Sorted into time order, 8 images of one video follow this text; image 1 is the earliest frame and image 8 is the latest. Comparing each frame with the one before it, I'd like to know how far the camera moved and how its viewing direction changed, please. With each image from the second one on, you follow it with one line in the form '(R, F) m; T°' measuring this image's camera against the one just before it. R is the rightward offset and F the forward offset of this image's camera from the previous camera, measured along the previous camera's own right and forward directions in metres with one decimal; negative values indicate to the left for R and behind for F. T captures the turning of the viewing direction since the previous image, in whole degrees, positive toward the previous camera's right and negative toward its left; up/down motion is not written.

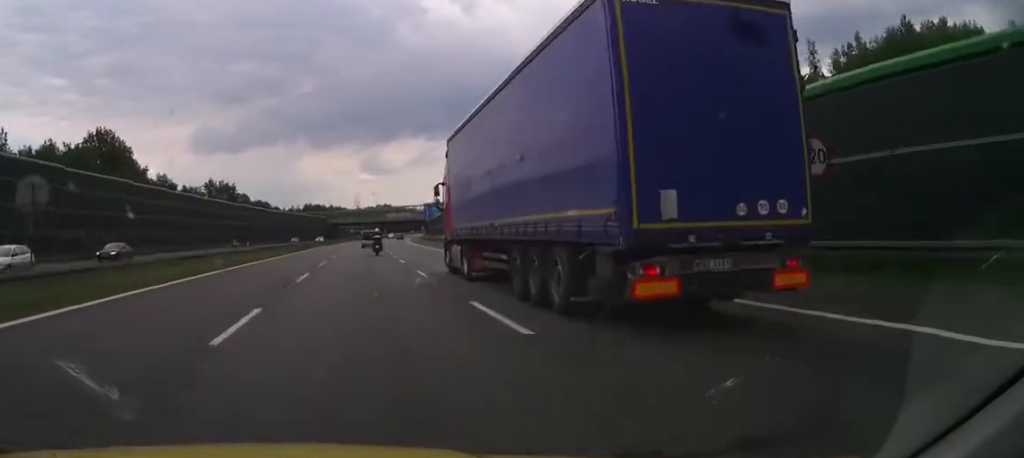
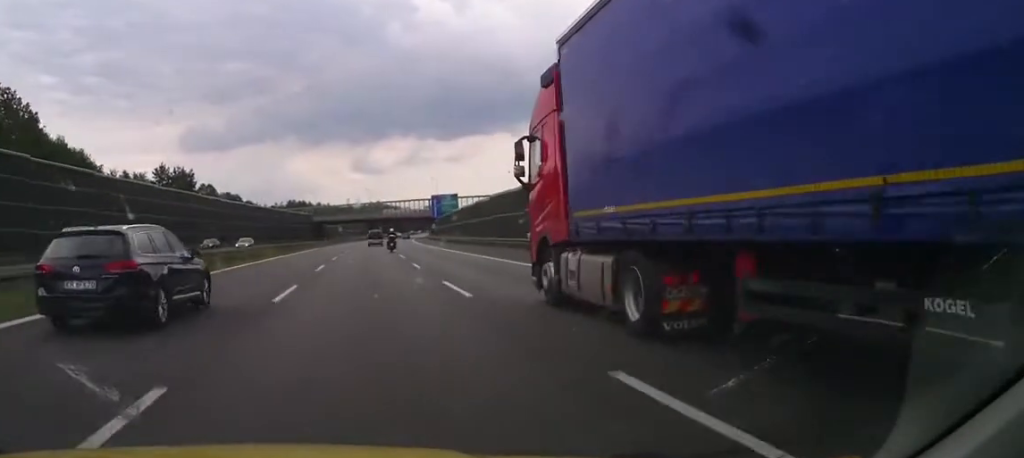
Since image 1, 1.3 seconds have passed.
(+0.5, +47.4) m; +1°
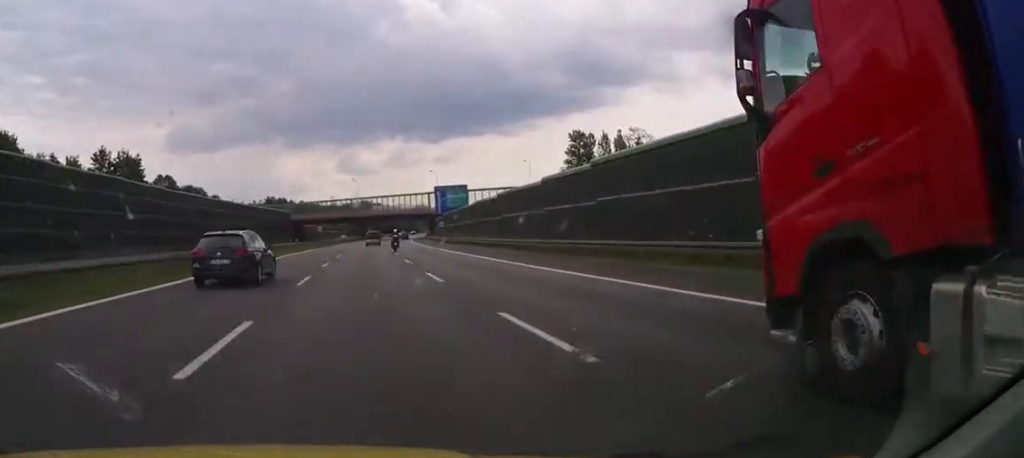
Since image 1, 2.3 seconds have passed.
(+0.2, +31.2) m; +1°
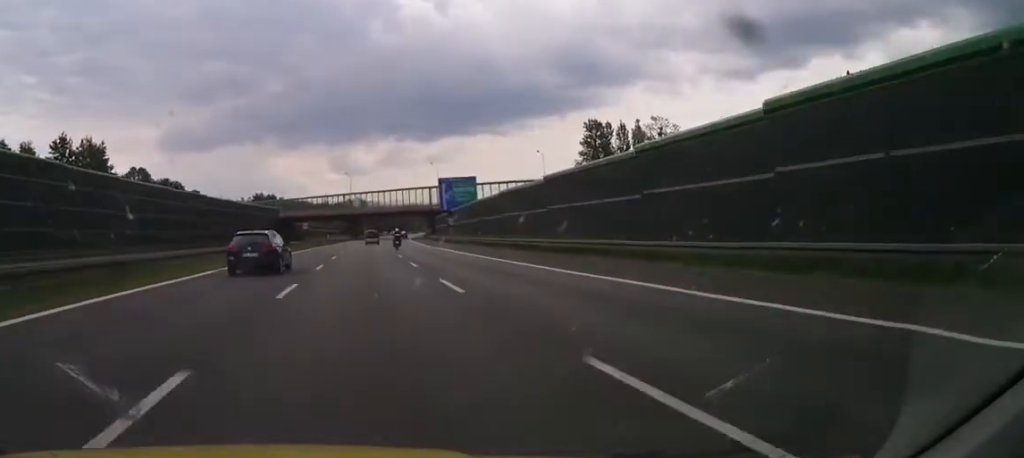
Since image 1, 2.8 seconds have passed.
(0.0, +15.3) m; 0°
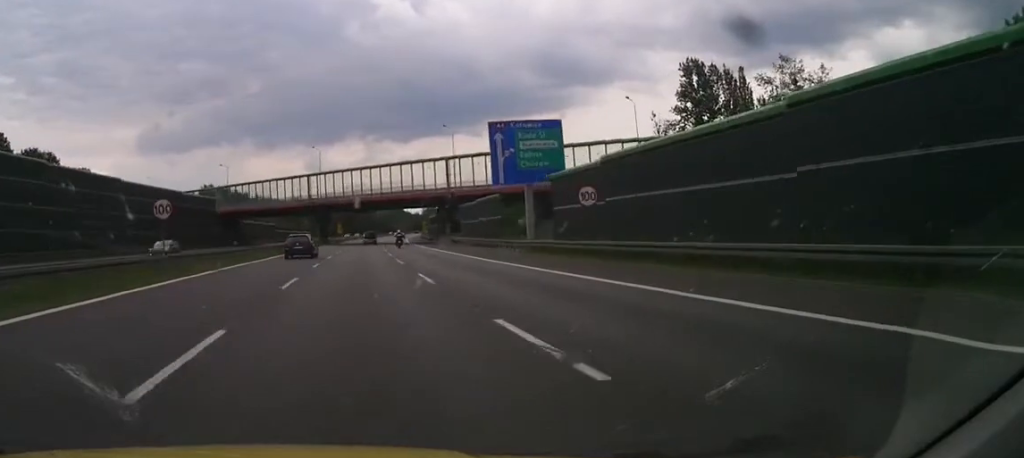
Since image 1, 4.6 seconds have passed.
(+0.4, +55.7) m; +1°
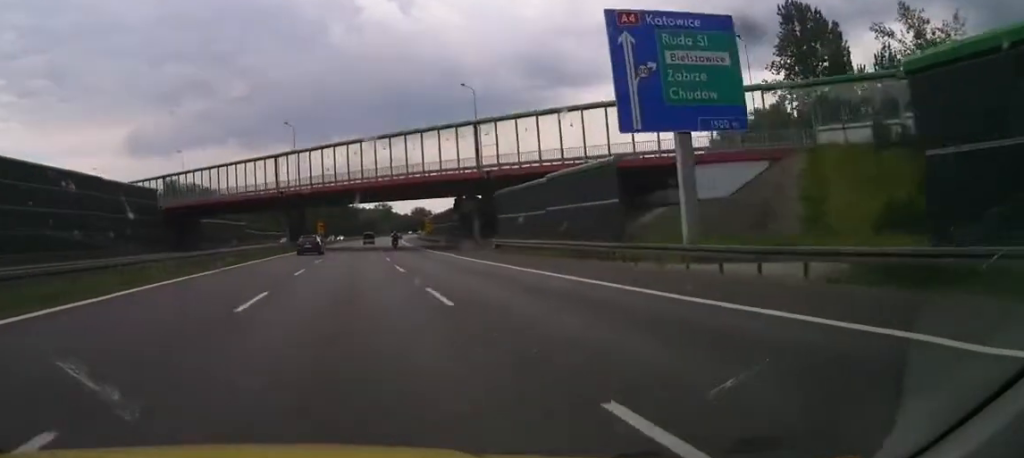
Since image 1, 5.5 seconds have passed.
(0.0, +28.8) m; +2°
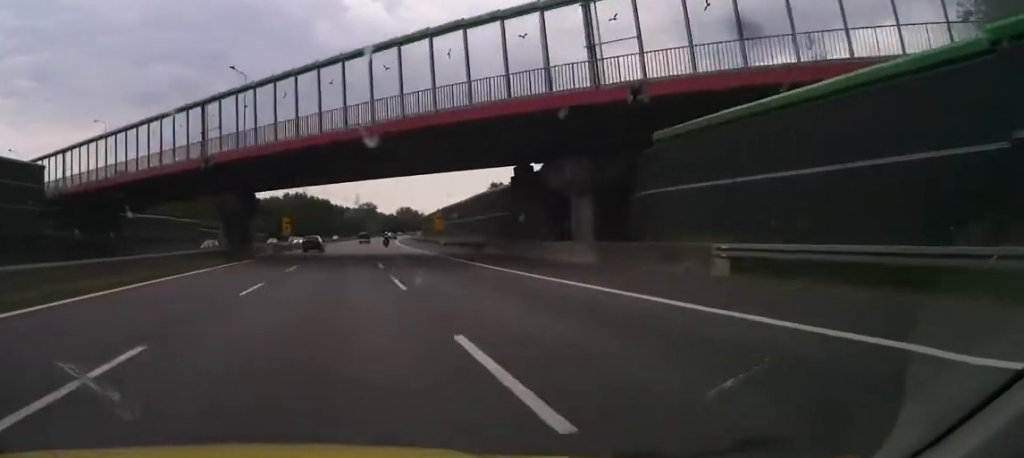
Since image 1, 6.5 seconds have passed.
(+1.2, +32.2) m; +2°
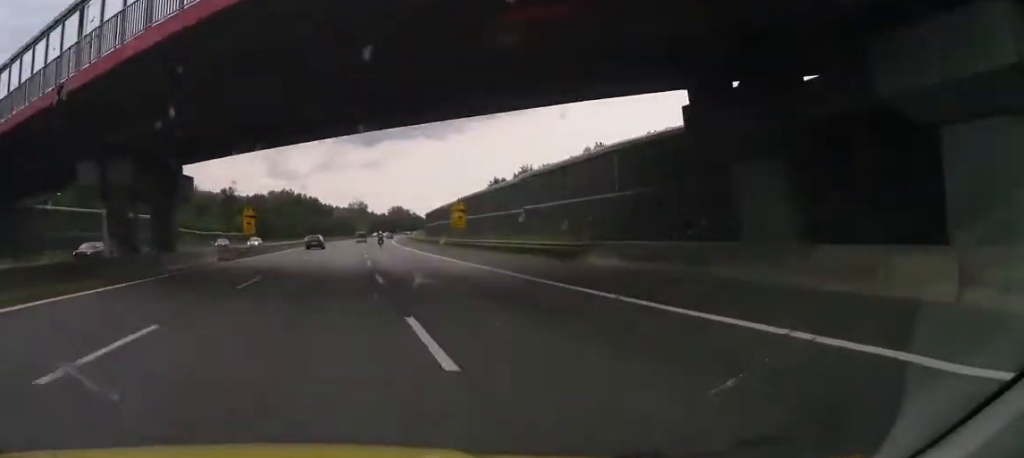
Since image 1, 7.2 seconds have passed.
(0.0, +21.6) m; 0°
